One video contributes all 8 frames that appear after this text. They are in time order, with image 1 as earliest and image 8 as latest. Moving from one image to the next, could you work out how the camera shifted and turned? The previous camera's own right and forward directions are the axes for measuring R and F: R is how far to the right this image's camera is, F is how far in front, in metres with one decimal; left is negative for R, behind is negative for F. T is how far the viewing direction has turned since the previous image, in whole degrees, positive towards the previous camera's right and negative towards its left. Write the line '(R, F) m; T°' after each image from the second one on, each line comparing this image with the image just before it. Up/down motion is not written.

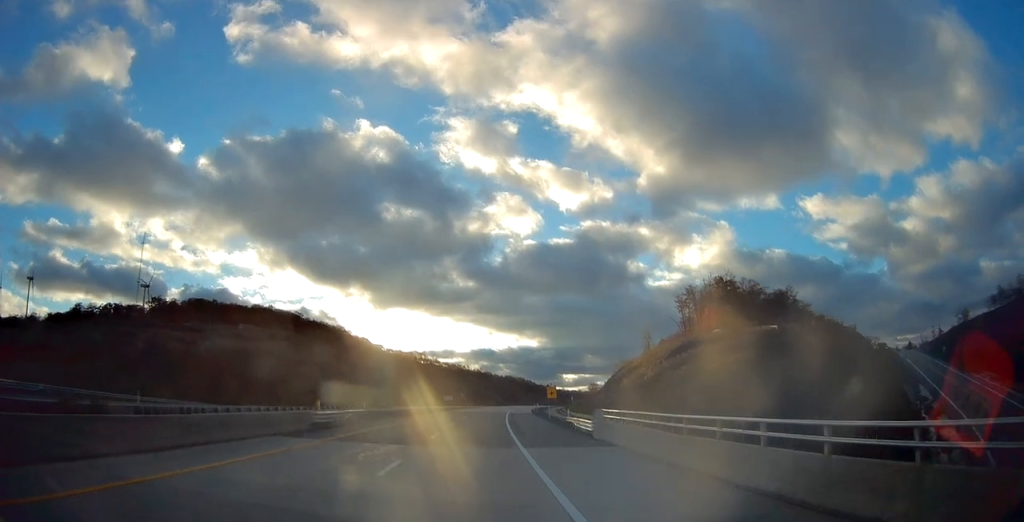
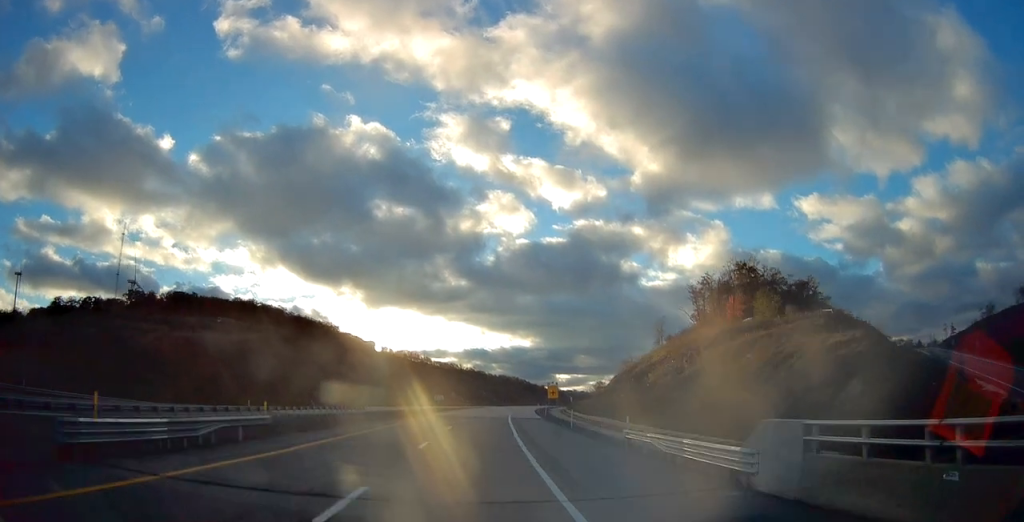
(+0.2, +17.3) m; +1°
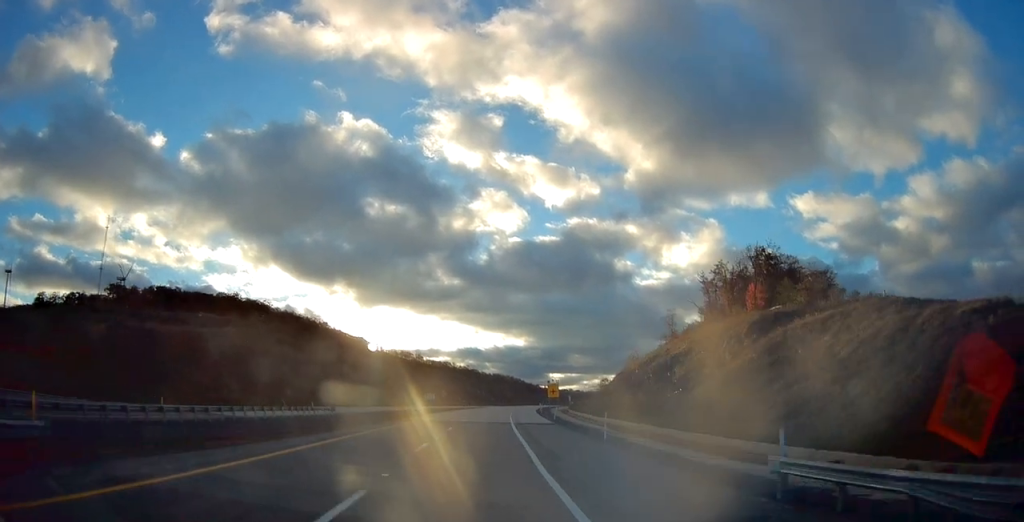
(+0.1, +12.5) m; +1°
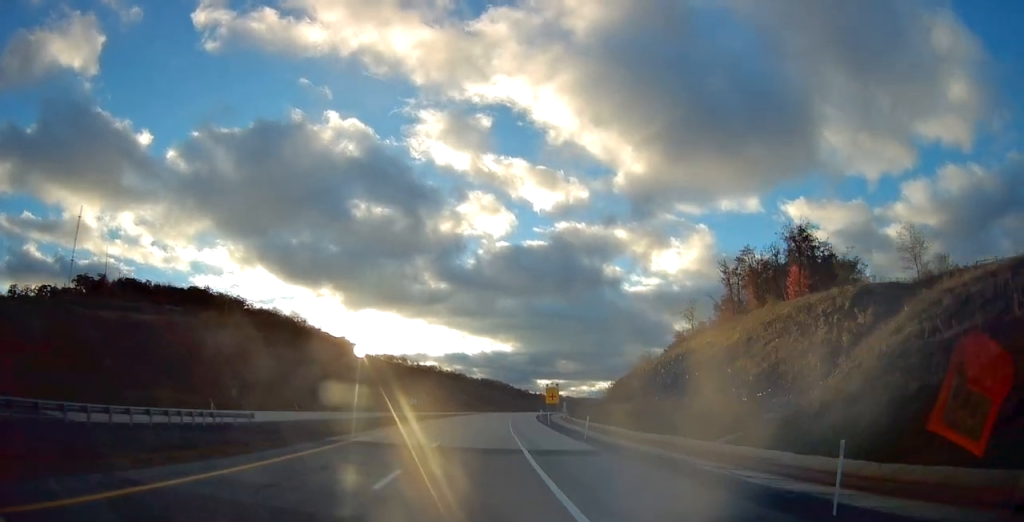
(+0.3, +20.2) m; +1°
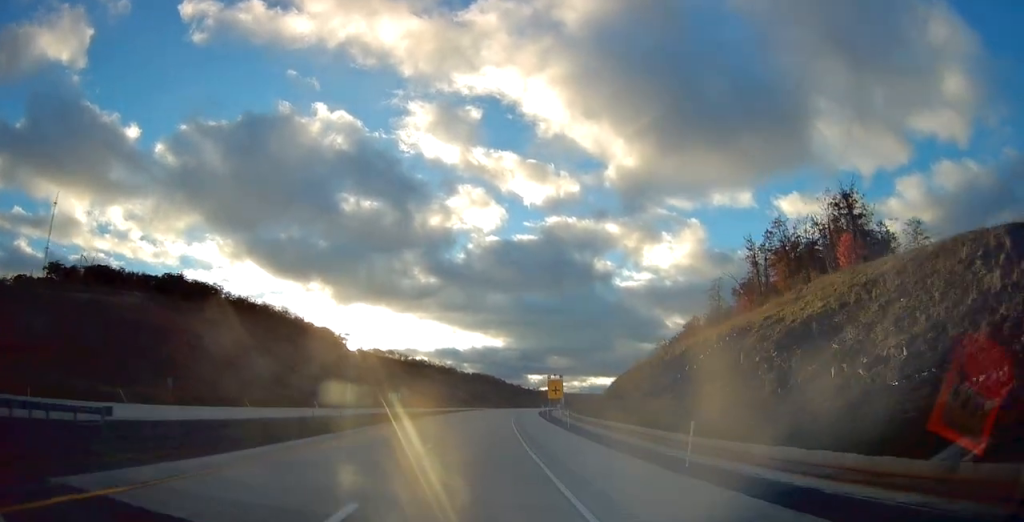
(+0.1, +17.3) m; +1°
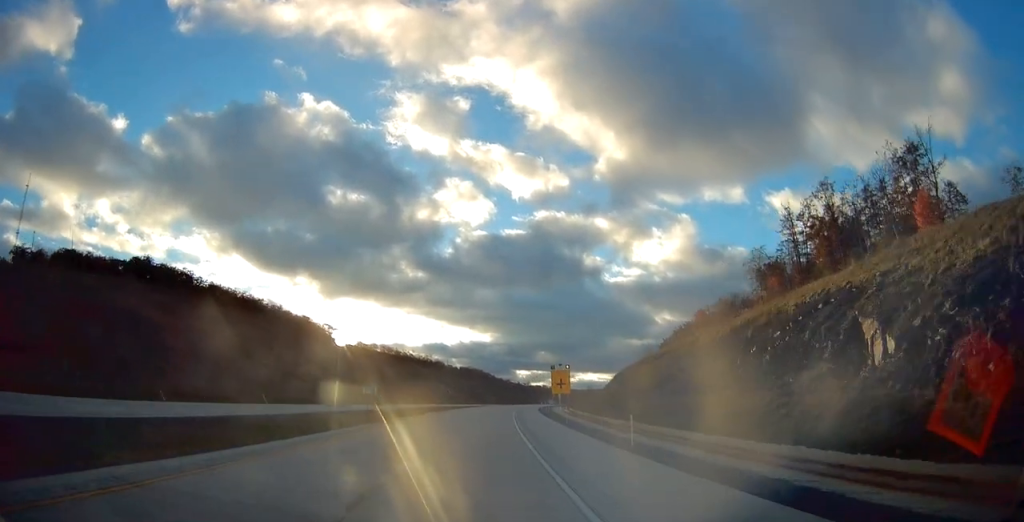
(0.0, +19.2) m; +1°
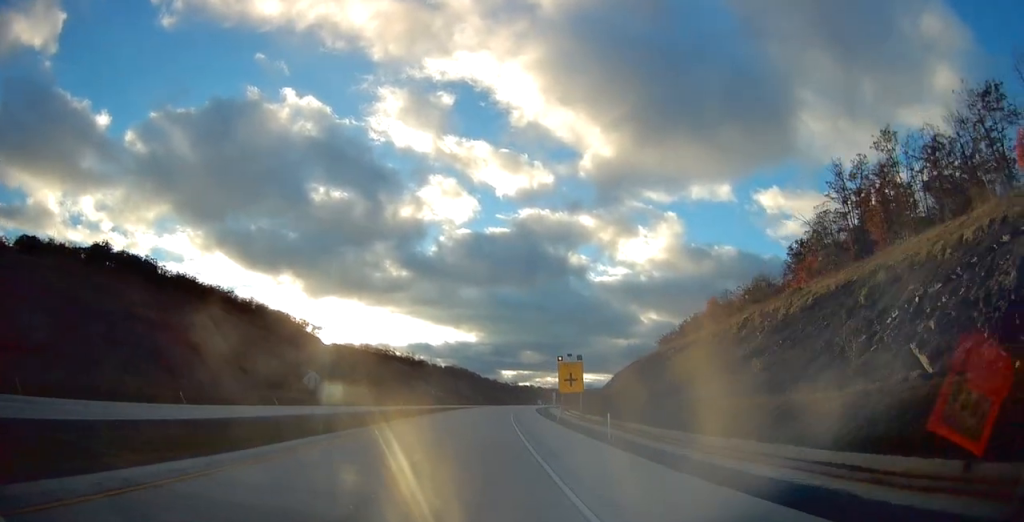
(+0.3, +20.2) m; +1°
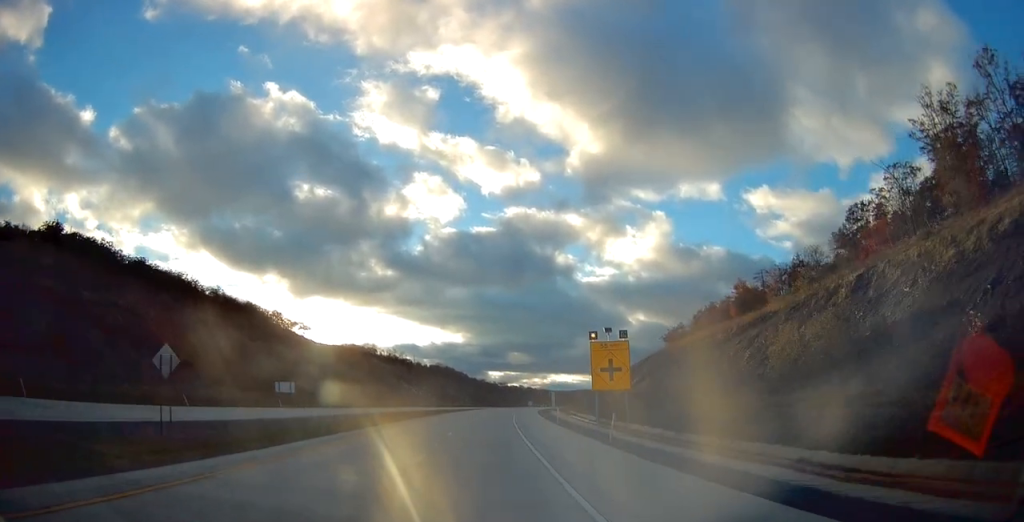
(+0.3, +24.0) m; +1°
